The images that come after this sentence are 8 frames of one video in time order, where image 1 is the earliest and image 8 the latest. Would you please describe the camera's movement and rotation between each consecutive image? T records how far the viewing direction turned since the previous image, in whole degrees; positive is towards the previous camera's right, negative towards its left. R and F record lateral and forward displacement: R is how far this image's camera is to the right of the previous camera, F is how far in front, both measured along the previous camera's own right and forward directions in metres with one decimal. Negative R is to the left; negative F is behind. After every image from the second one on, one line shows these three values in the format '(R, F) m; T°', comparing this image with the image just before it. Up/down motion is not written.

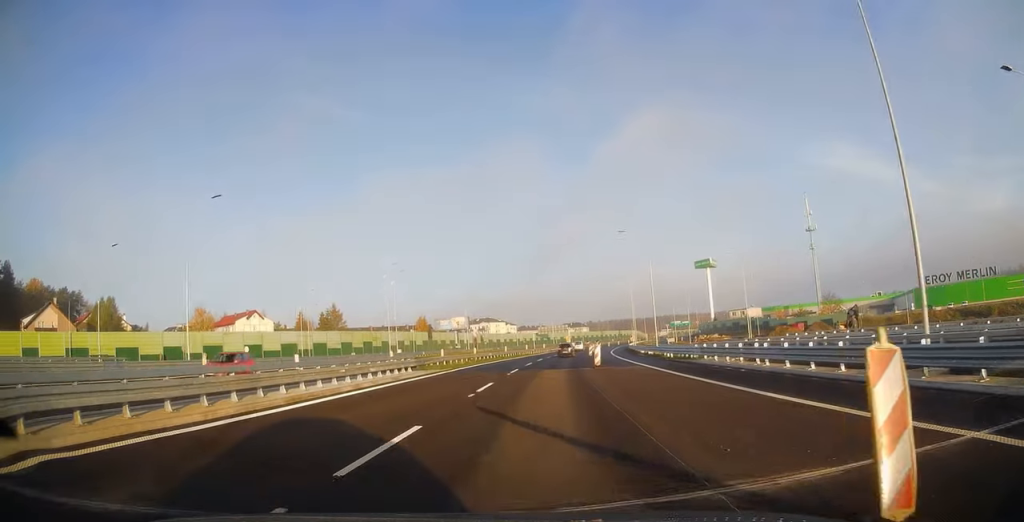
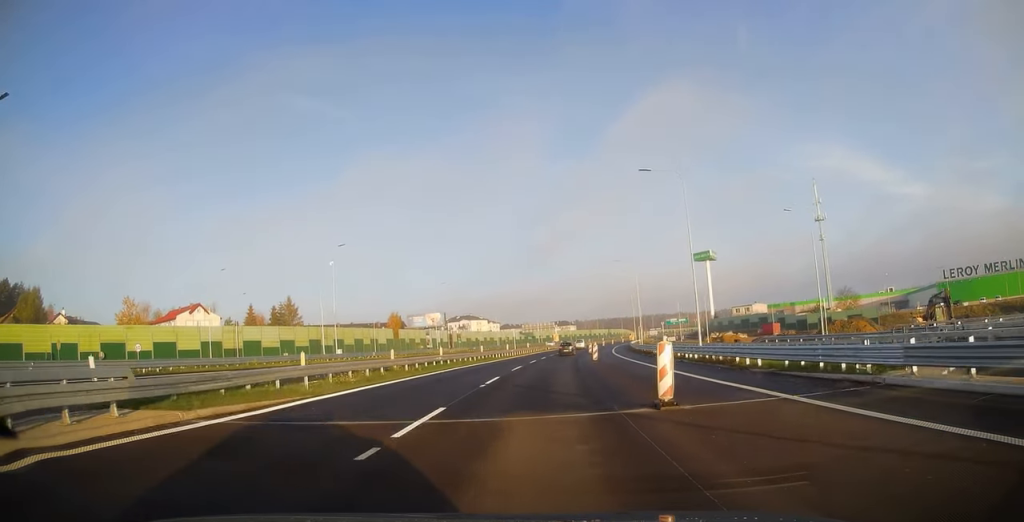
(+0.1, +21.4) m; +1°
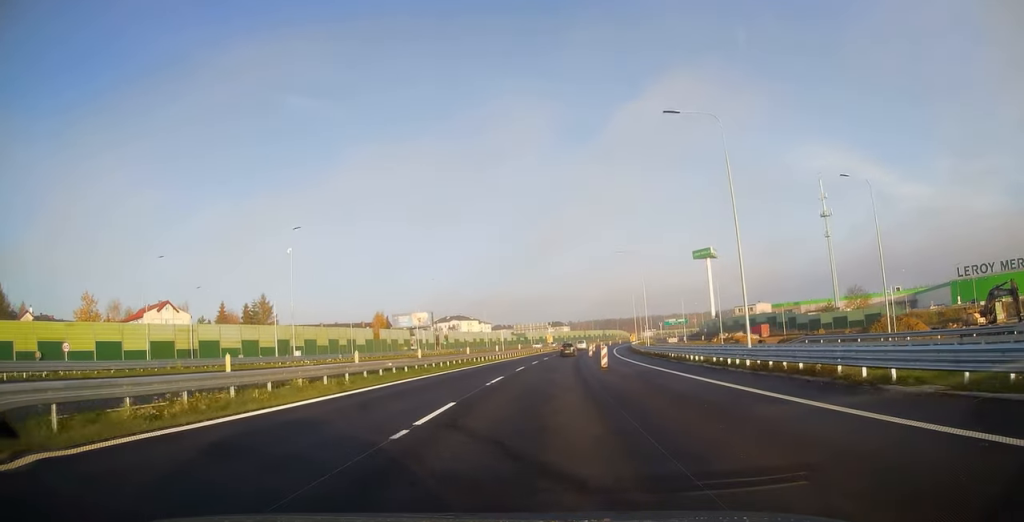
(+0.1, +10.5) m; +1°
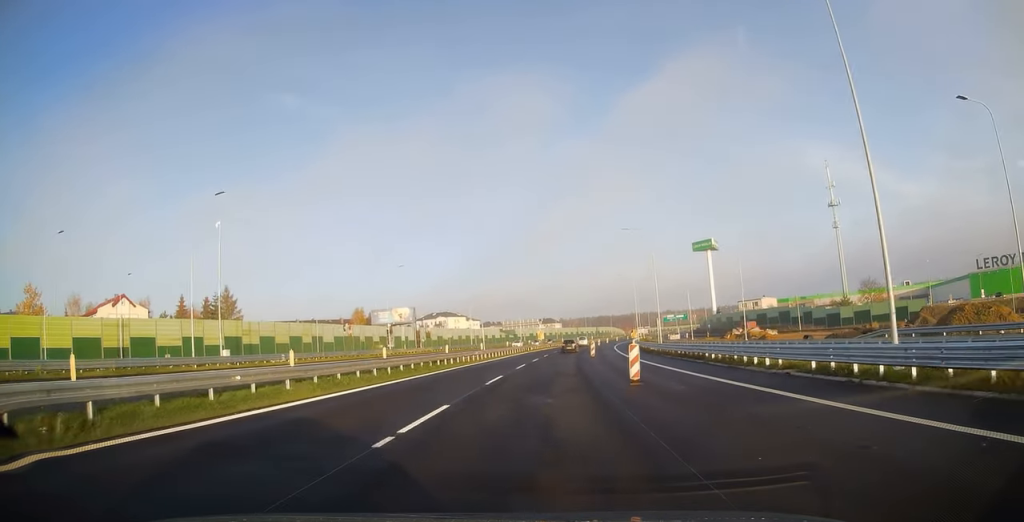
(+0.1, +13.0) m; +1°
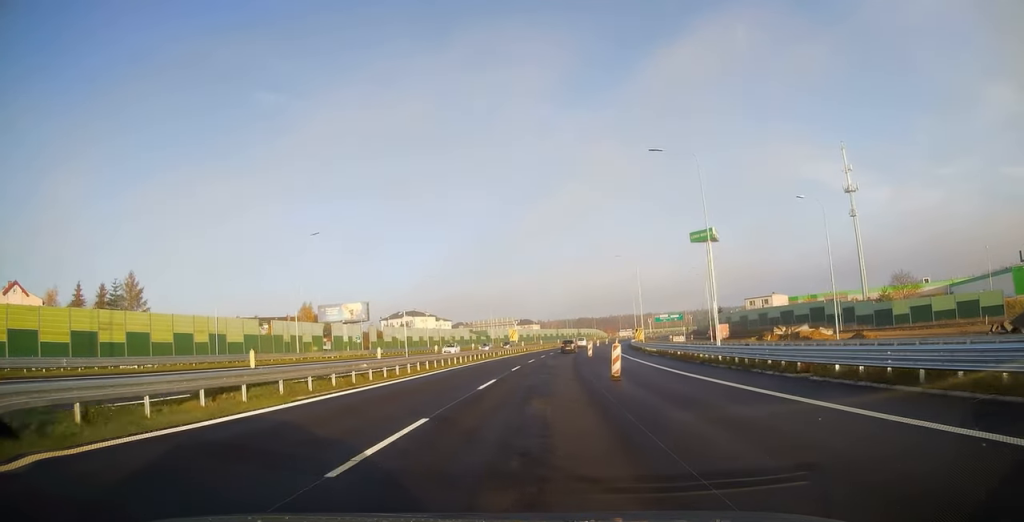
(+0.3, +26.1) m; +2°
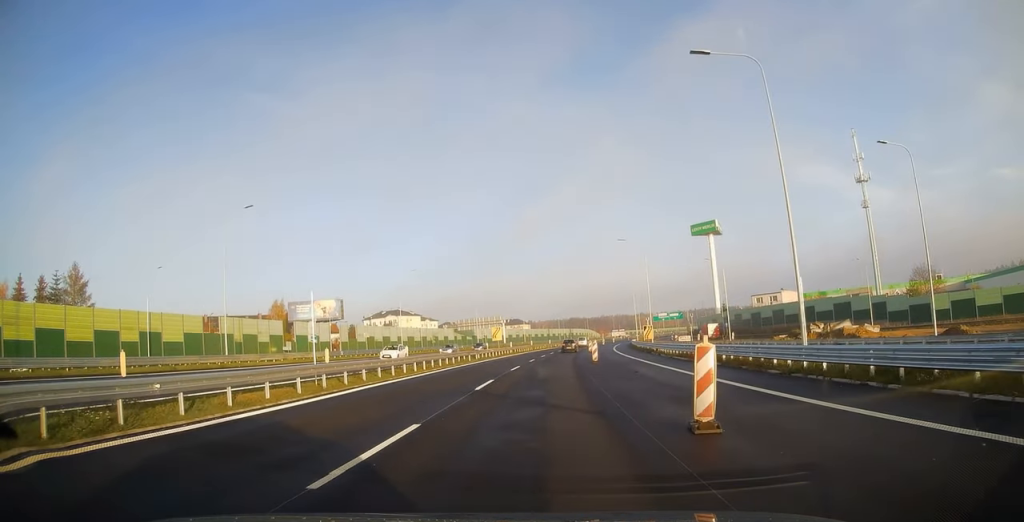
(0.0, +12.7) m; +1°
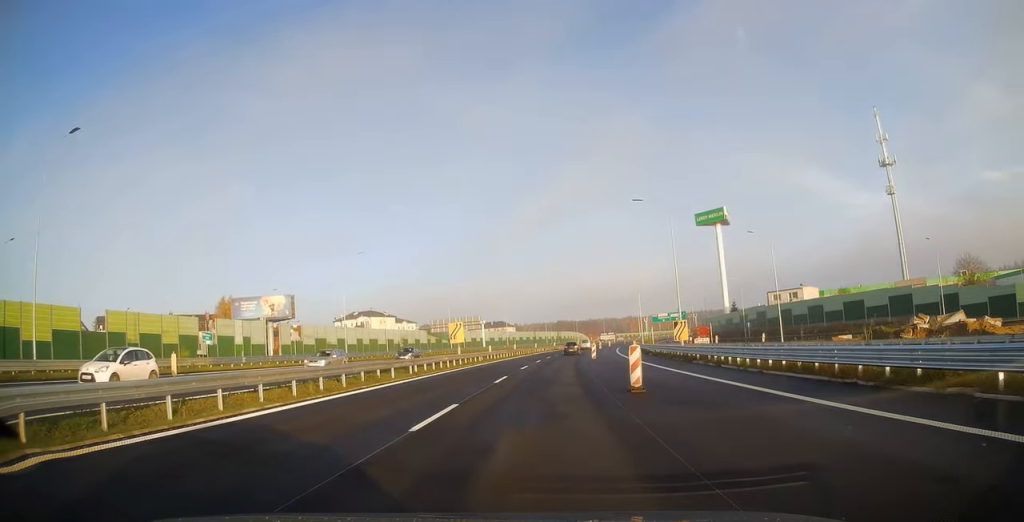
(+0.4, +20.3) m; +2°
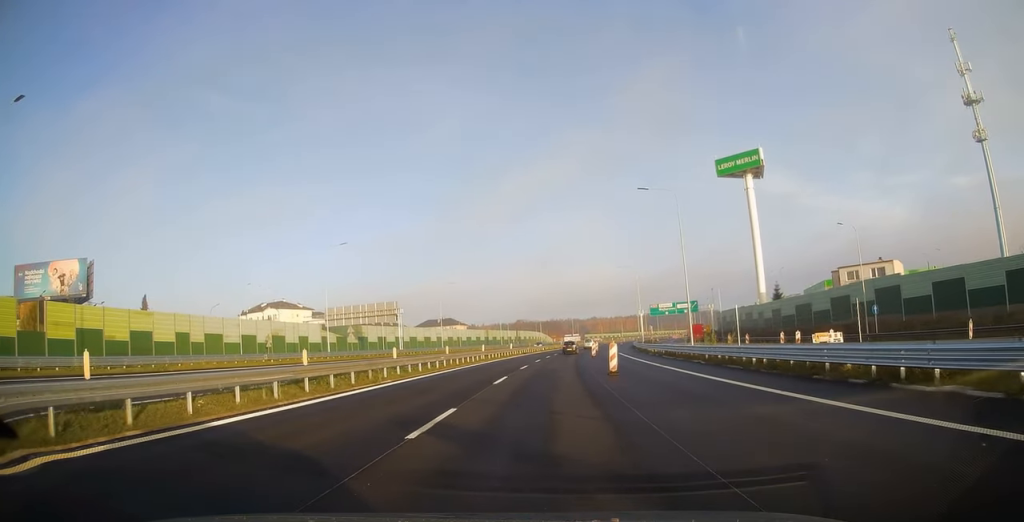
(+1.5, +49.1) m; +4°
